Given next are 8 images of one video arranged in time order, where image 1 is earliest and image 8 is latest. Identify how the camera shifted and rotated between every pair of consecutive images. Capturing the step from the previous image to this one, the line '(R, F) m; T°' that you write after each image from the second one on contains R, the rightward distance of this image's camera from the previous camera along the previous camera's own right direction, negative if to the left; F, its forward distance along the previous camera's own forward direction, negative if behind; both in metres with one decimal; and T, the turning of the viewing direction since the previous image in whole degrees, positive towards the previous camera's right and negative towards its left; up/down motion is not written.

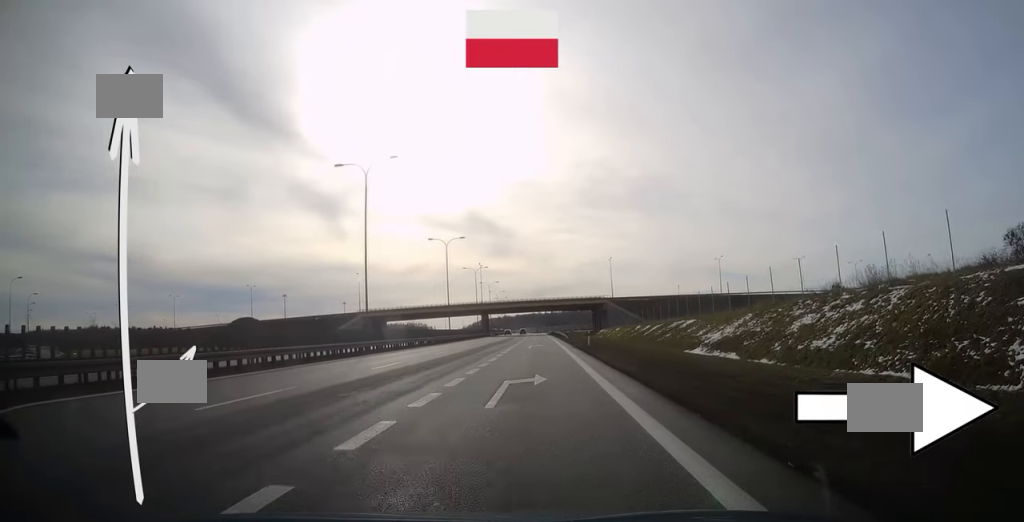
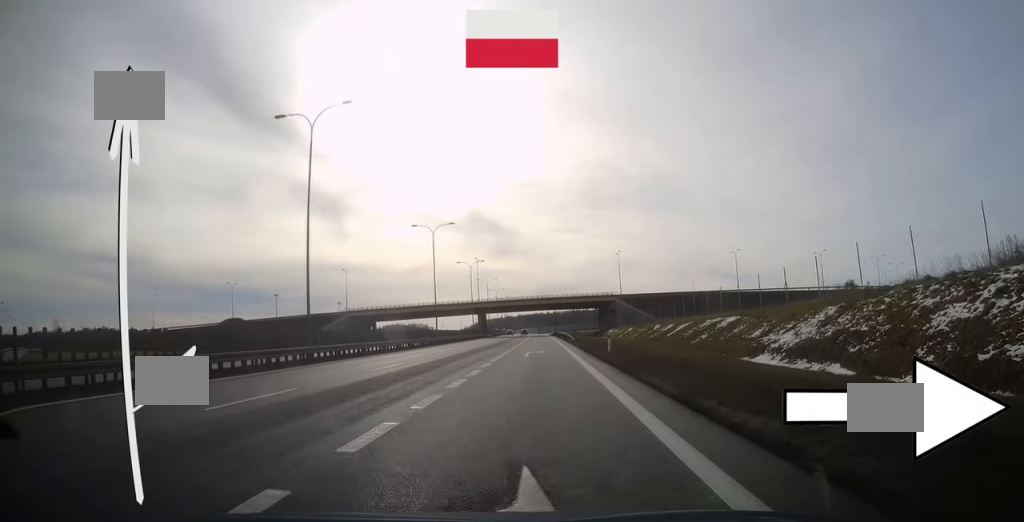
(0.0, +11.9) m; 0°
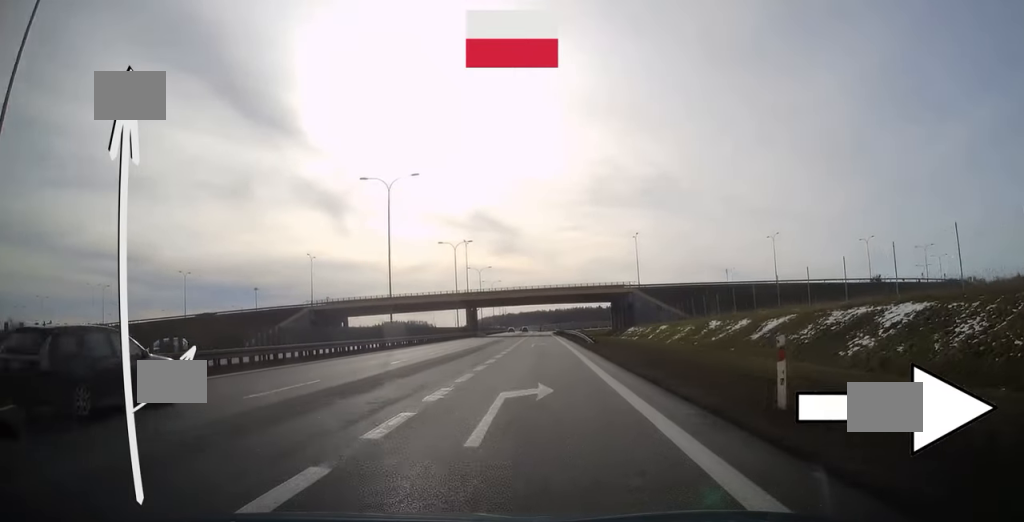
(-0.1, +22.9) m; -1°
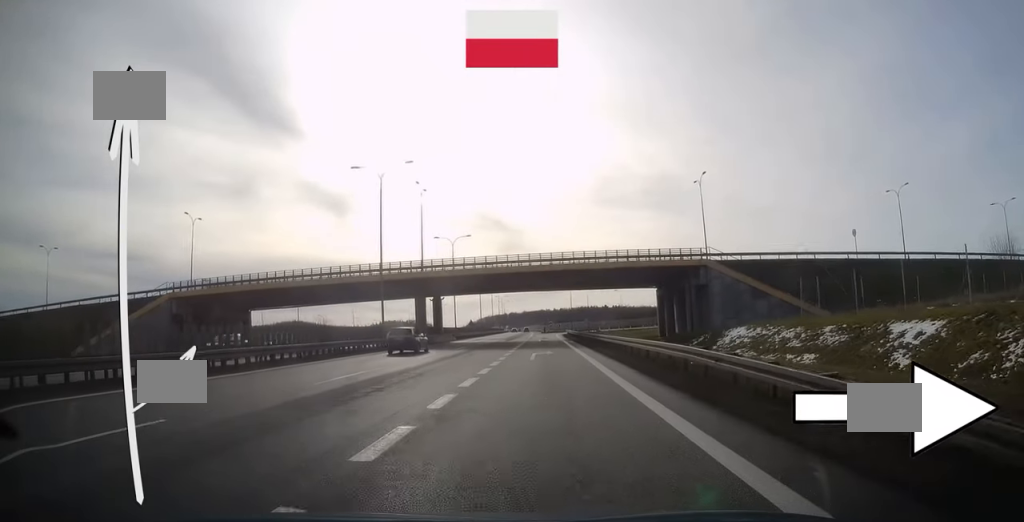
(-0.2, +45.4) m; 0°
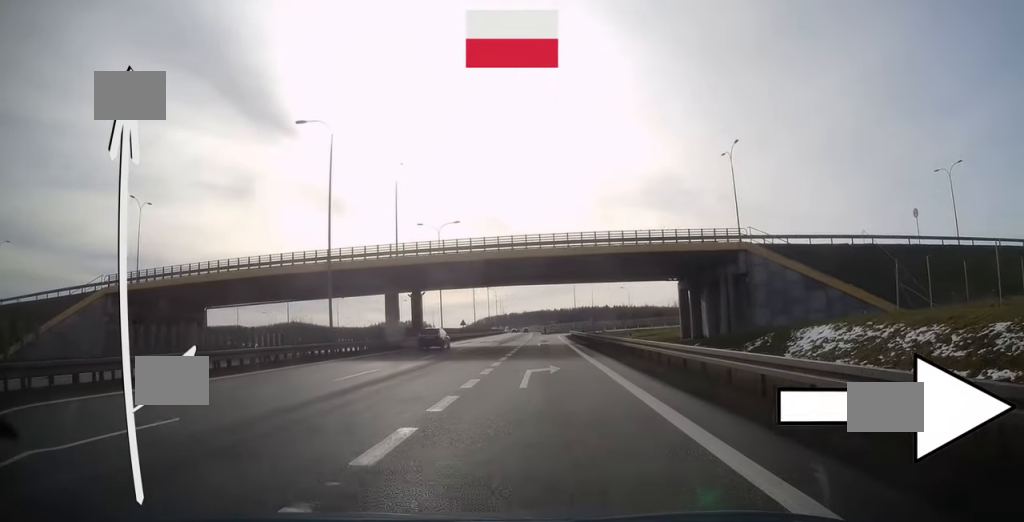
(0.0, +12.1) m; 0°
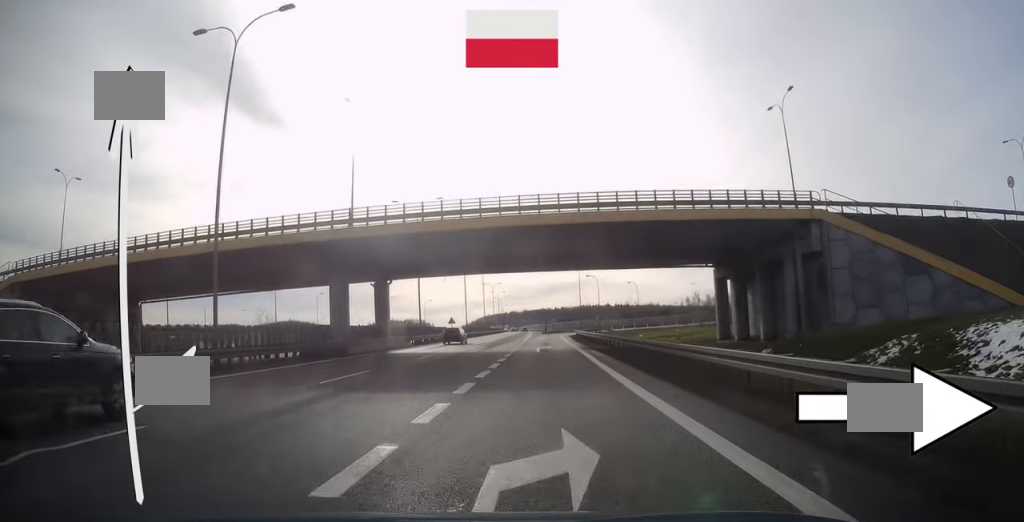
(0.0, +13.7) m; 0°
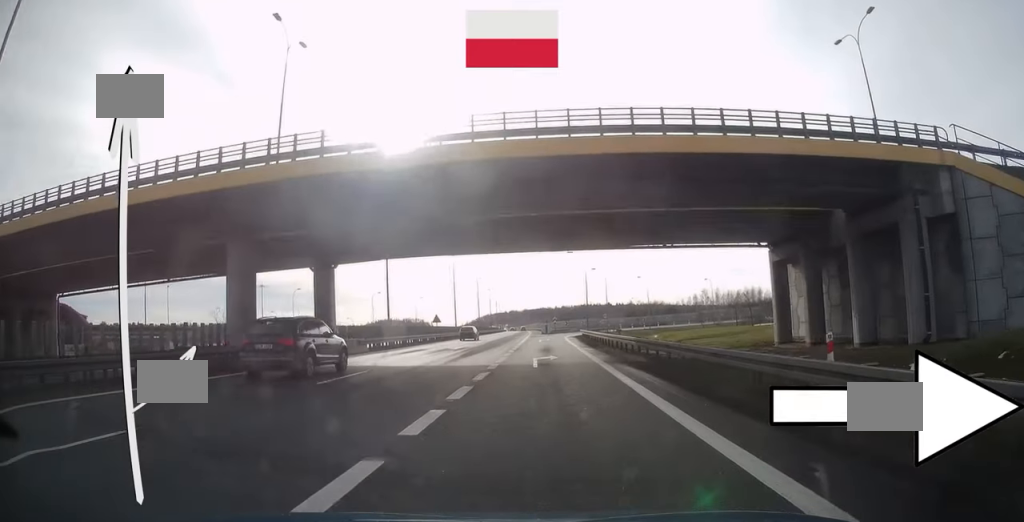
(0.0, +12.8) m; 0°
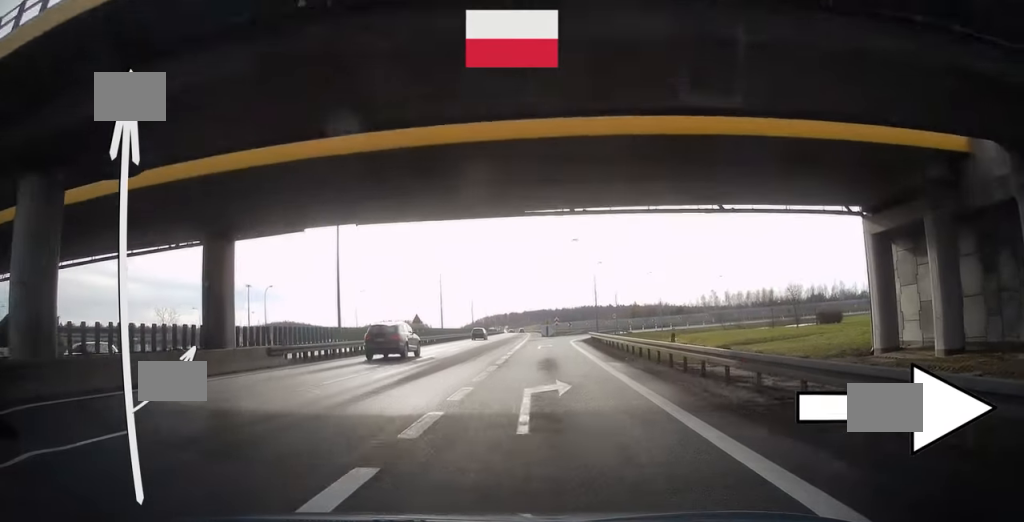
(0.0, +12.5) m; 0°
